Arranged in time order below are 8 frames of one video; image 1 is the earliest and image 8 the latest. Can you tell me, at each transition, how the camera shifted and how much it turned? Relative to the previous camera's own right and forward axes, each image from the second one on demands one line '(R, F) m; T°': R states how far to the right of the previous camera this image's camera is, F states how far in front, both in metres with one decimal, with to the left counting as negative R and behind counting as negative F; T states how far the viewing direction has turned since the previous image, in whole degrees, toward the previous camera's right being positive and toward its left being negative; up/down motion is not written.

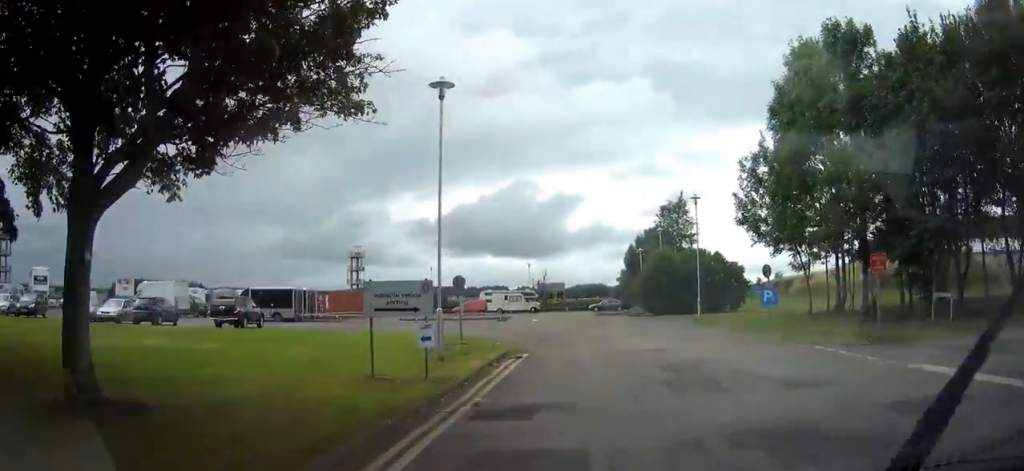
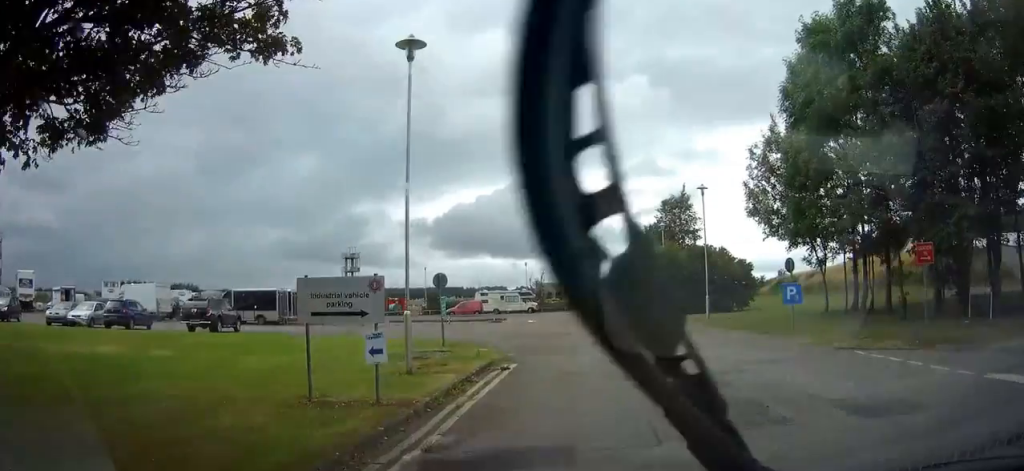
(0.0, +2.7) m; -1°
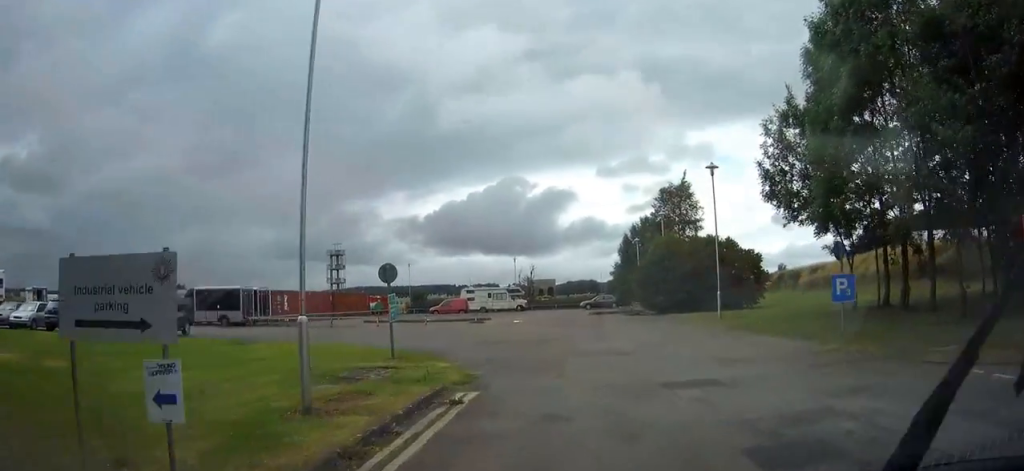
(-0.1, +4.5) m; -1°
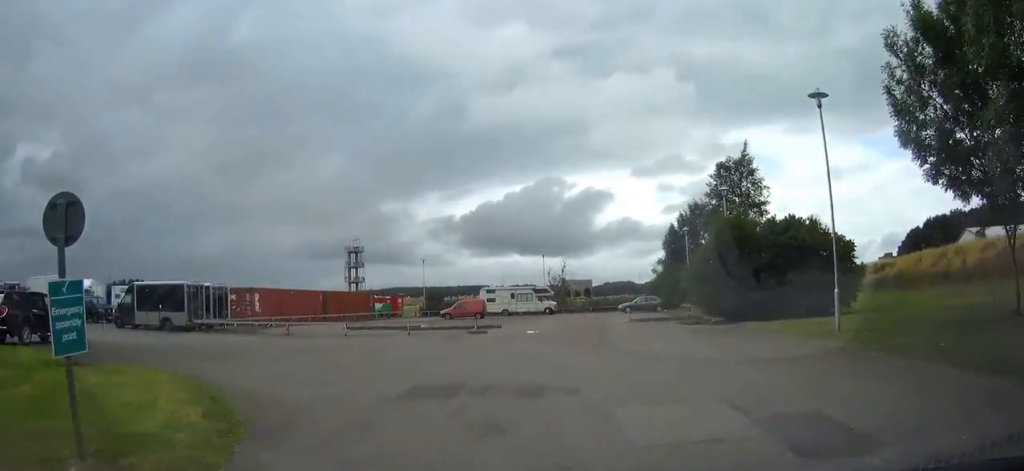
(+0.1, +10.7) m; +1°
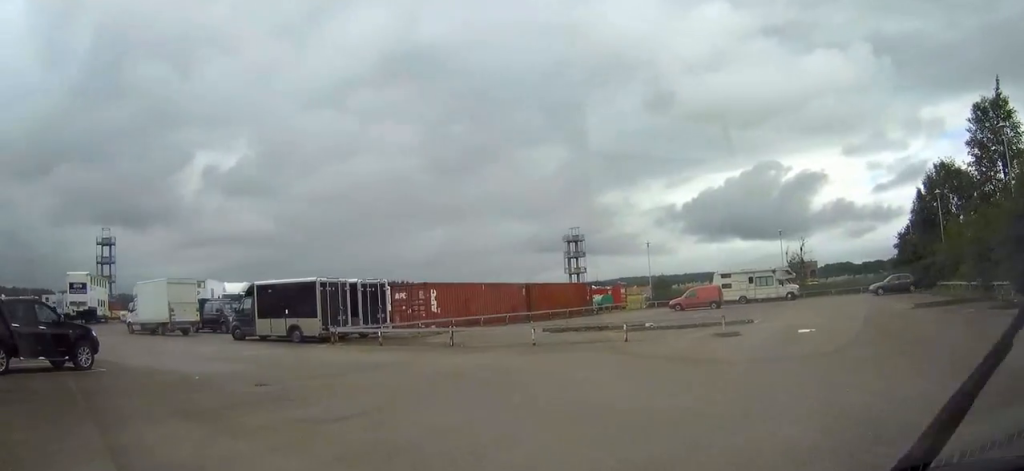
(-1.1, +9.3) m; -19°
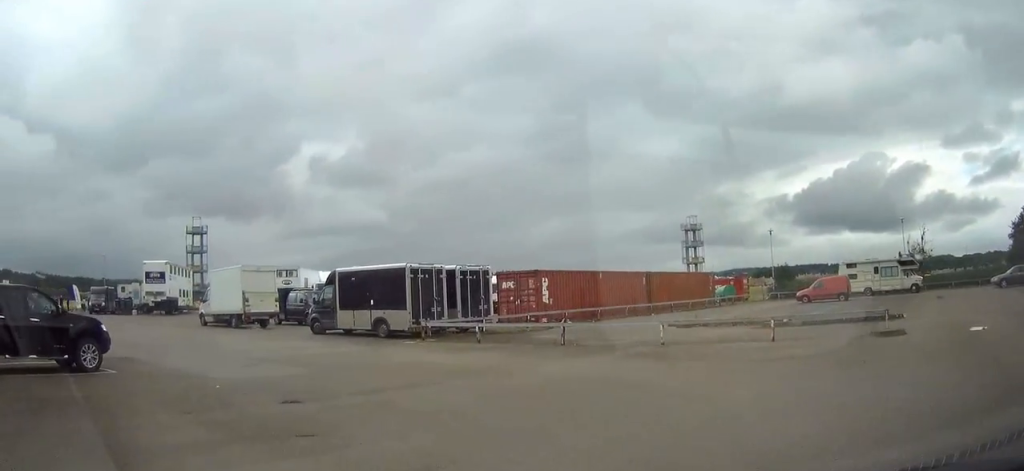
(-0.2, +3.6) m; -8°
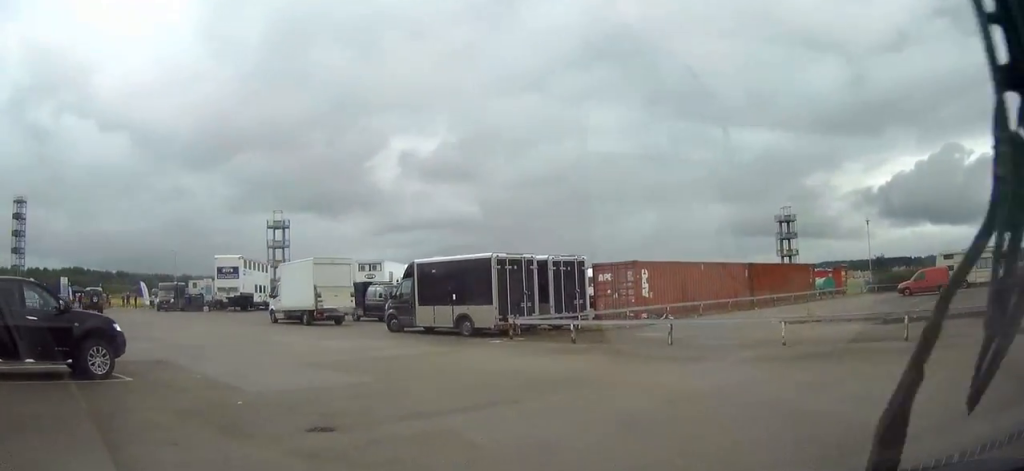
(-0.2, +2.3) m; -3°
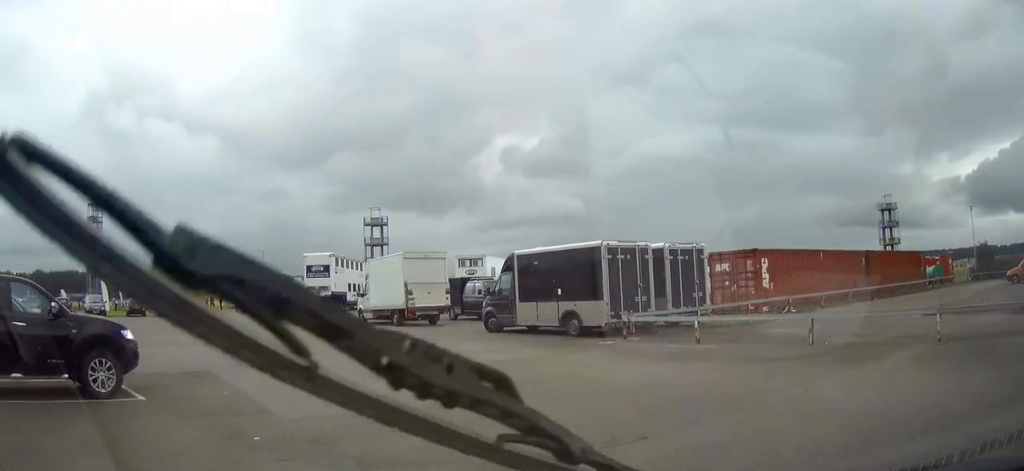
(-0.2, +2.5) m; -2°
